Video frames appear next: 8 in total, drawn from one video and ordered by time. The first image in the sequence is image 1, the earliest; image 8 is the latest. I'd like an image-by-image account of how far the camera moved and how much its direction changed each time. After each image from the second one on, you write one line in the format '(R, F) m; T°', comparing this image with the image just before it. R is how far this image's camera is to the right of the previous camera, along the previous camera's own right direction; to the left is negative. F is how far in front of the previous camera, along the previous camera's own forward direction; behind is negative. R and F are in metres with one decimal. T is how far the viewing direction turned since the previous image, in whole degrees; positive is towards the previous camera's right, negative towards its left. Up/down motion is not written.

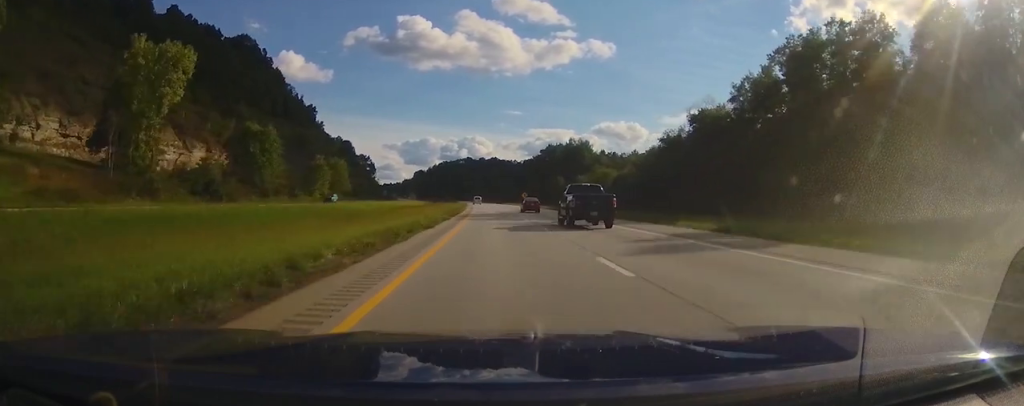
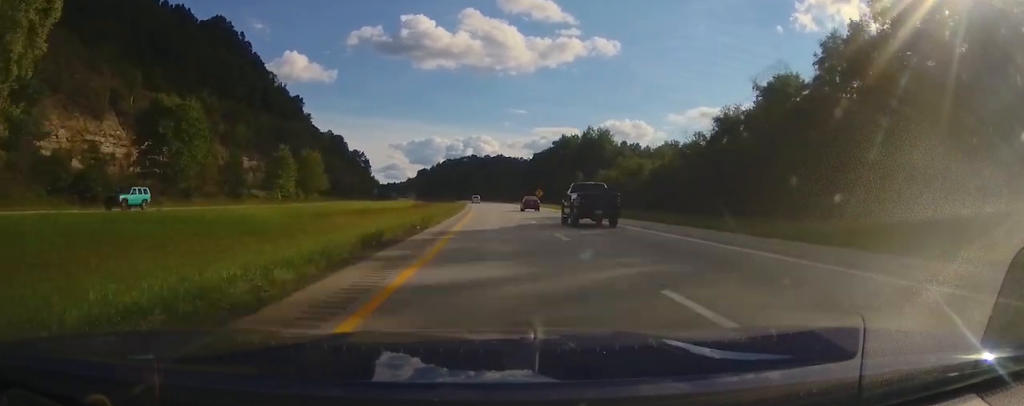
(-0.1, +29.1) m; -1°
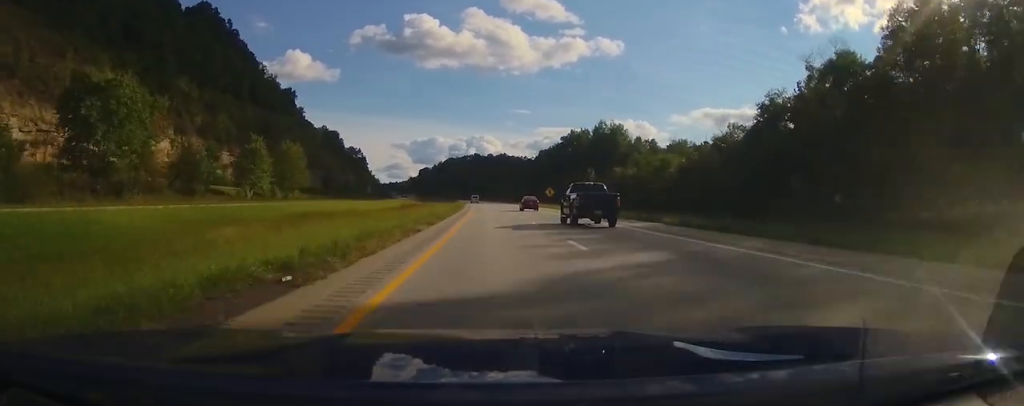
(-0.2, +15.6) m; 0°
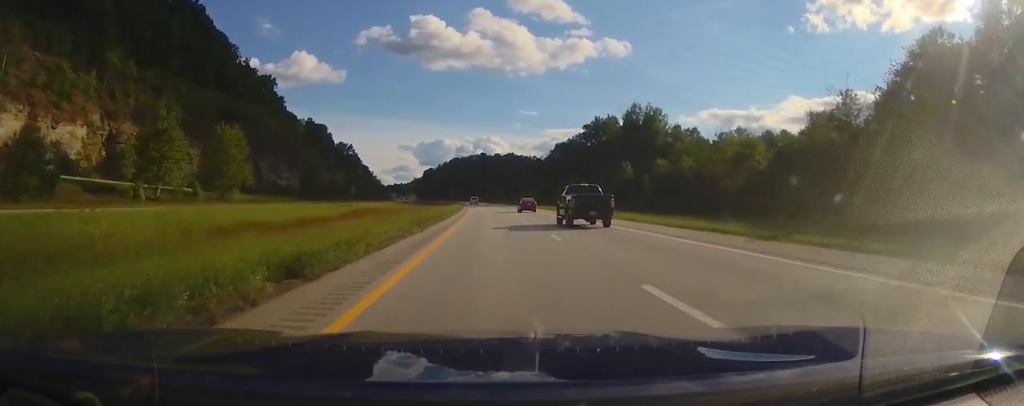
(-0.2, +33.3) m; 0°
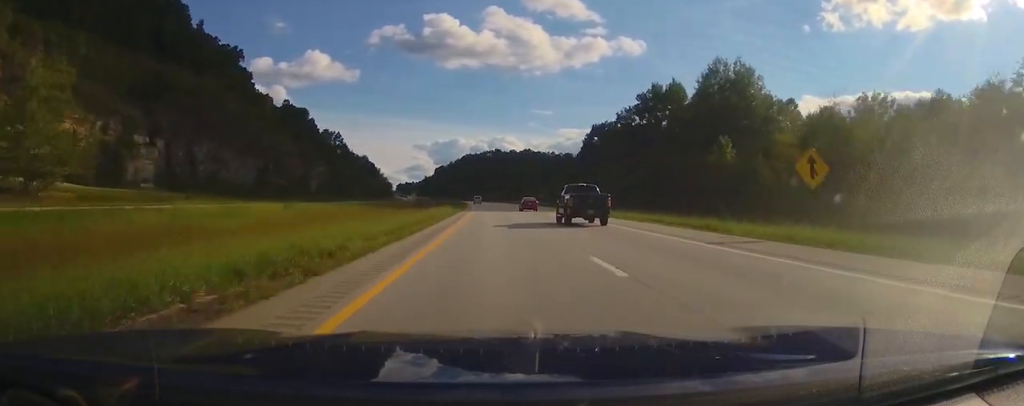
(0.0, +45.4) m; 0°
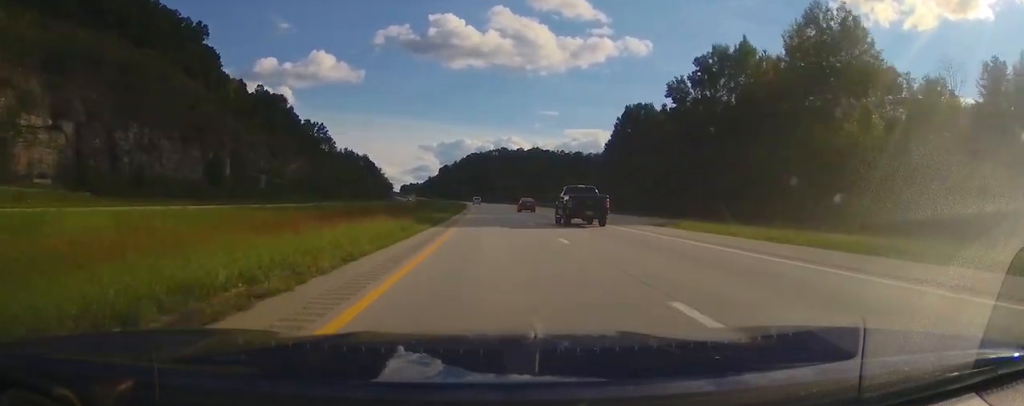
(0.0, +29.9) m; -1°
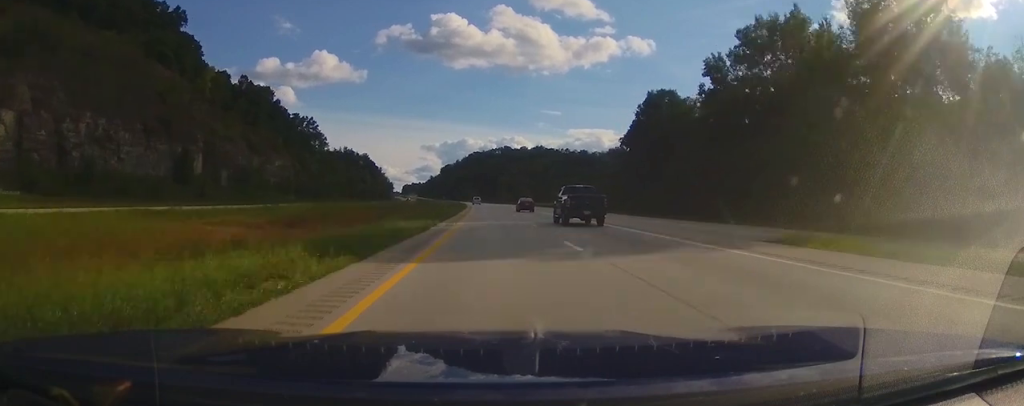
(-0.3, +14.5) m; -1°
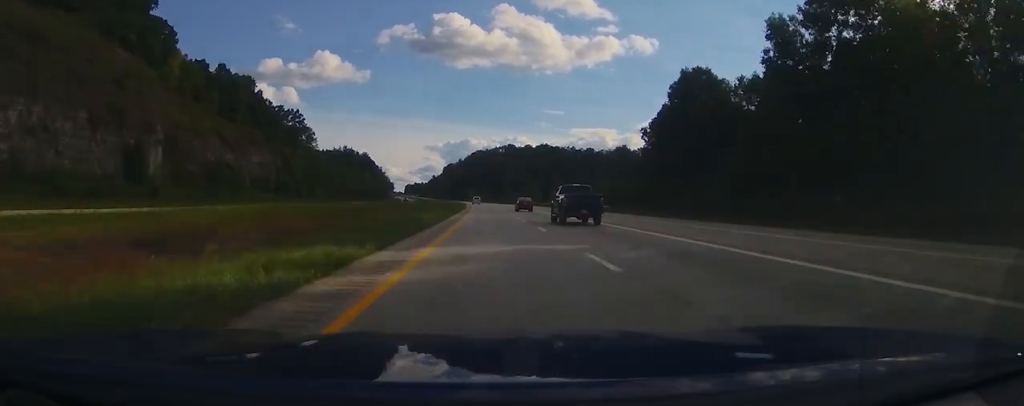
(-0.2, +16.7) m; -1°
